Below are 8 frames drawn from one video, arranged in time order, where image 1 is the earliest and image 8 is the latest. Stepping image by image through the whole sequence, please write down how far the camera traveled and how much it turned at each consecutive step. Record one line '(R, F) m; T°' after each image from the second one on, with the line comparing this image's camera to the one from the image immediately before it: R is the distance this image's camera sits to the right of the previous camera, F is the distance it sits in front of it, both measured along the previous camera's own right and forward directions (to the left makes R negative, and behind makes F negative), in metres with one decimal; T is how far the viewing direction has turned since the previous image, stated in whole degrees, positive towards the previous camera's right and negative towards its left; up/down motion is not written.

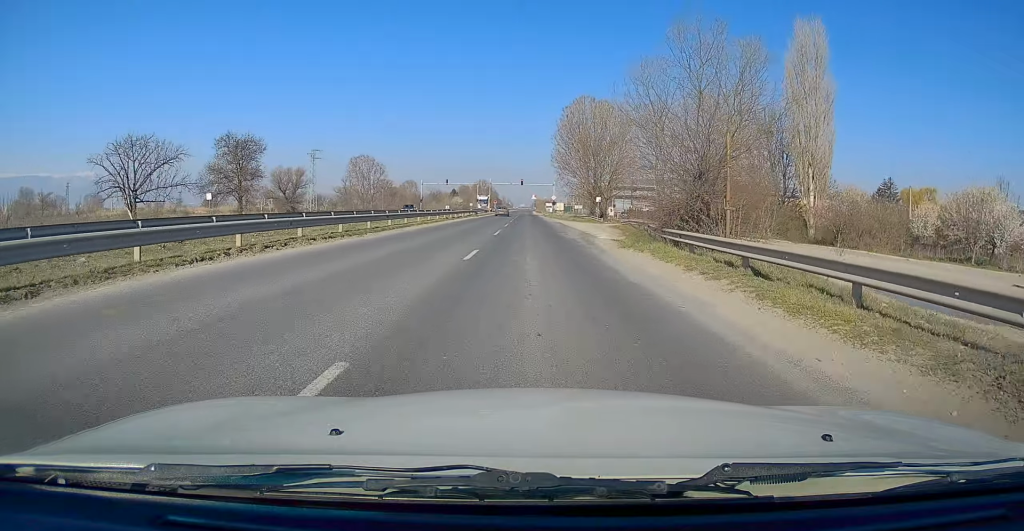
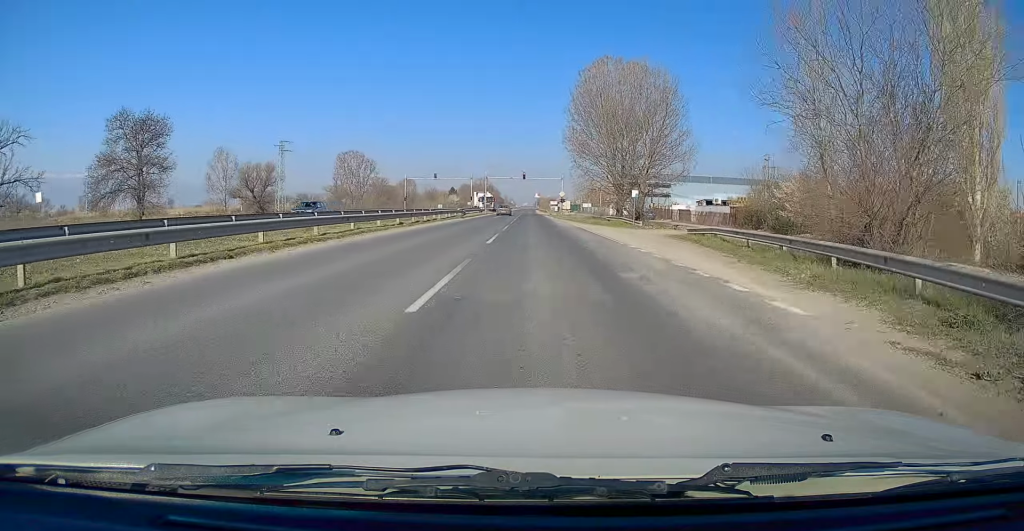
(+0.1, +19.1) m; 0°
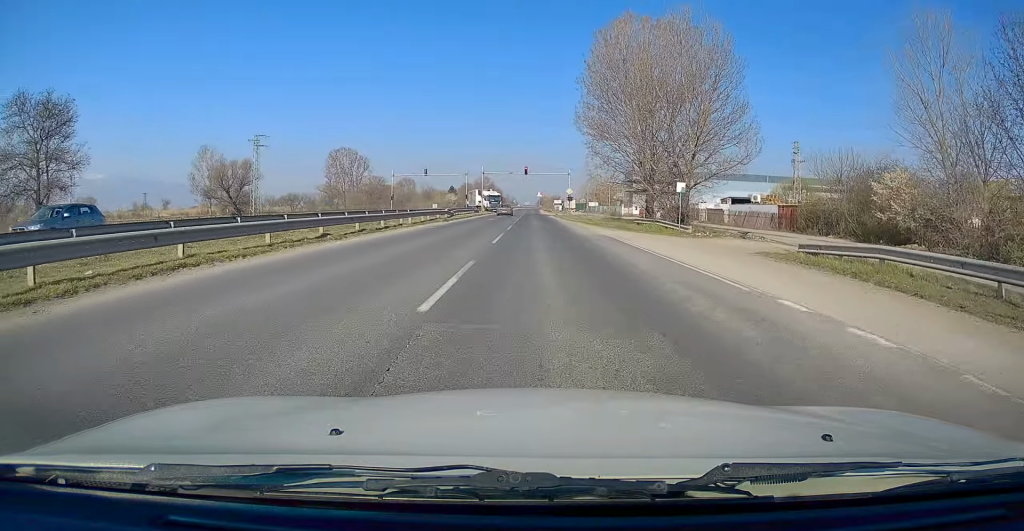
(-0.1, +12.0) m; -1°
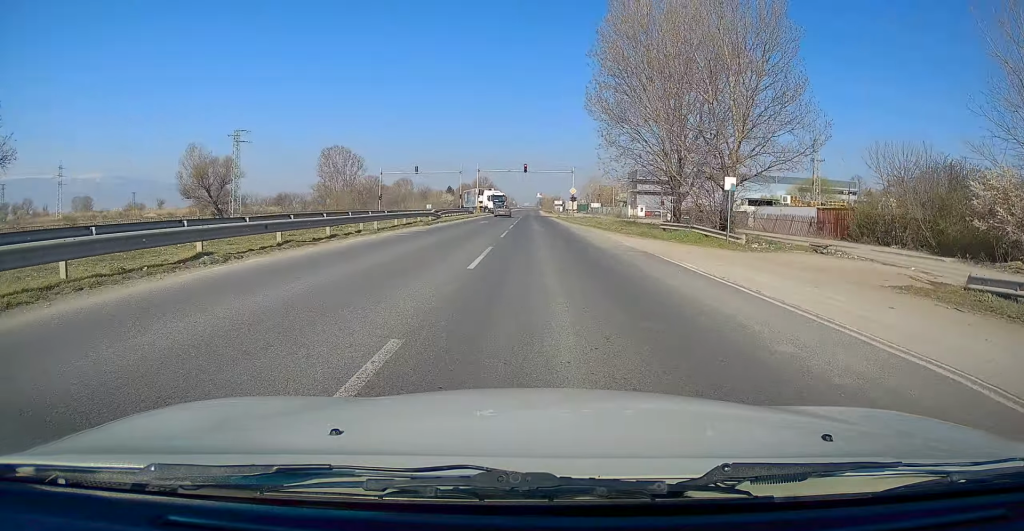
(-0.1, +7.6) m; 0°
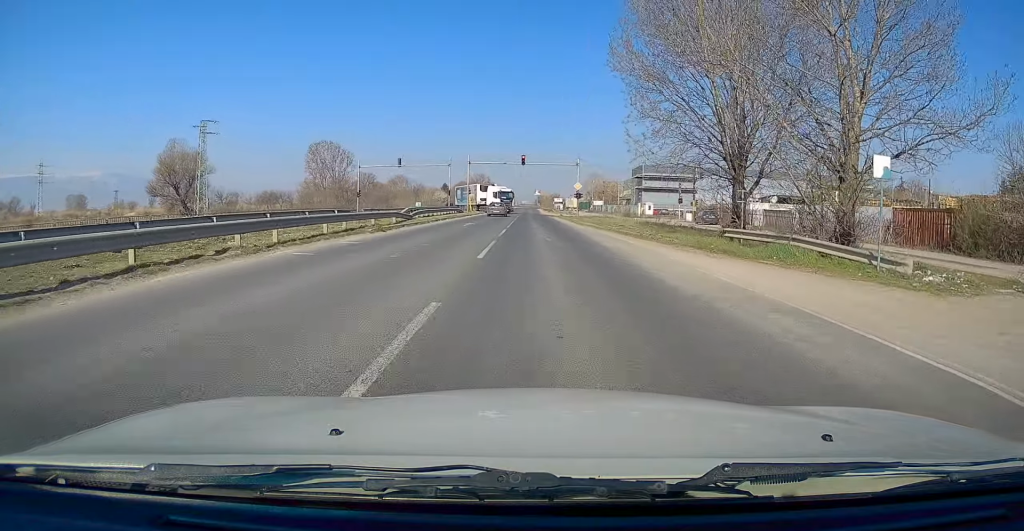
(0.0, +10.5) m; +2°
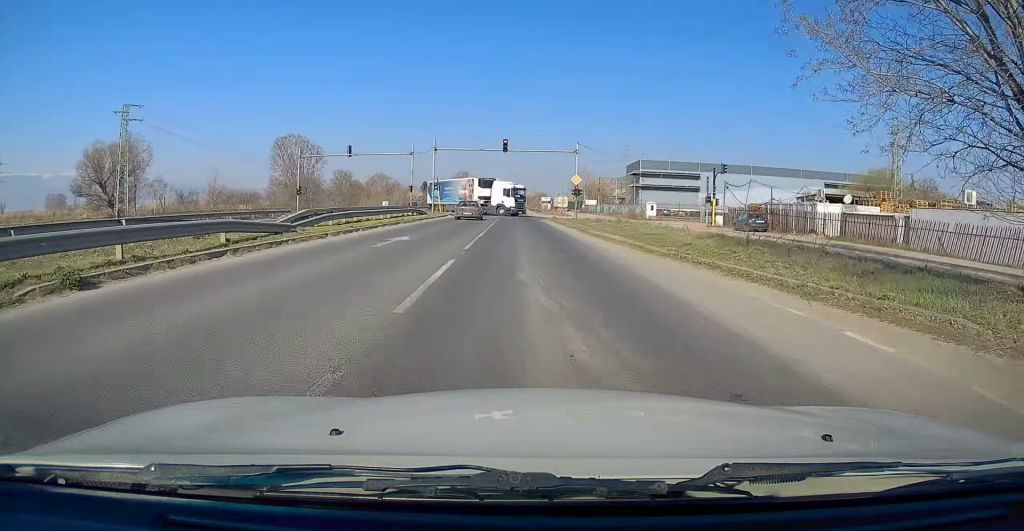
(+0.5, +16.2) m; +1°
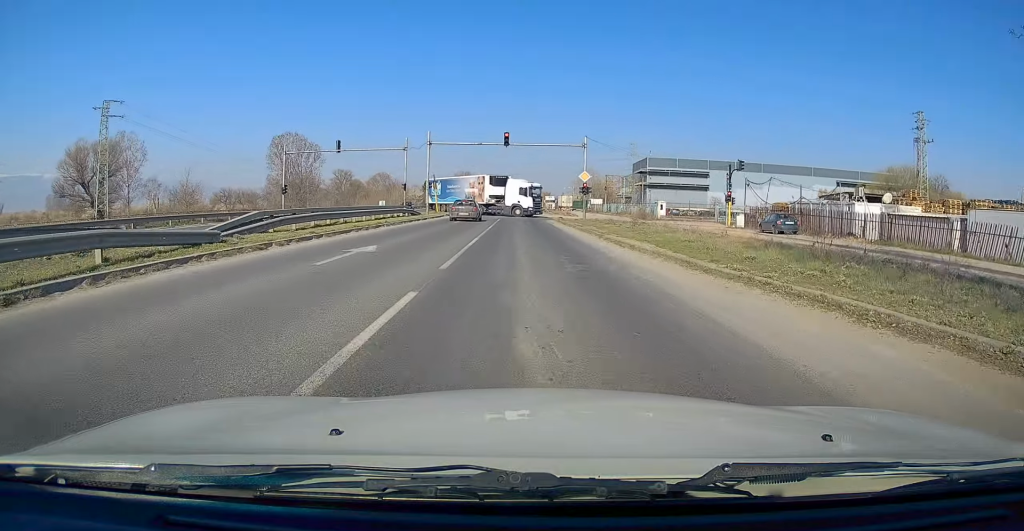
(-0.2, +4.7) m; -1°
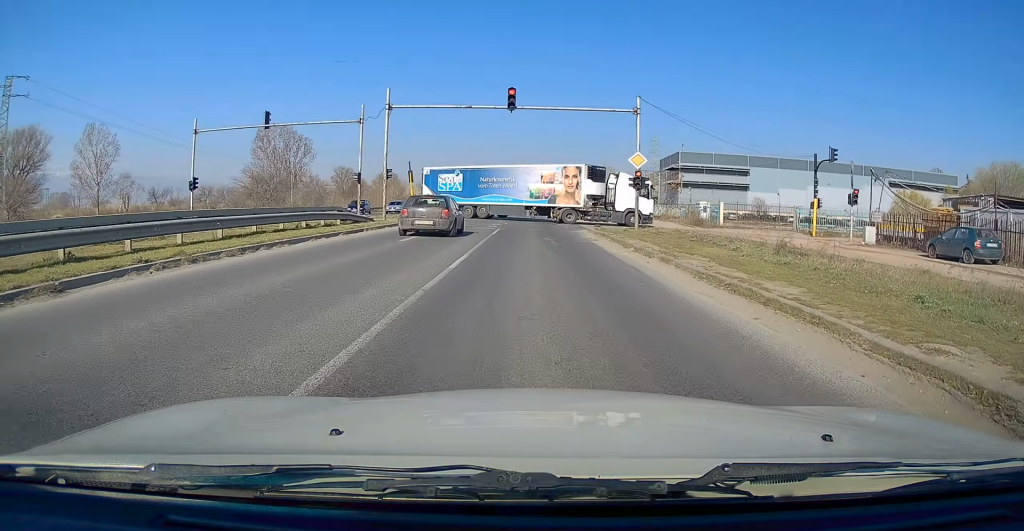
(-0.2, +19.5) m; -1°
